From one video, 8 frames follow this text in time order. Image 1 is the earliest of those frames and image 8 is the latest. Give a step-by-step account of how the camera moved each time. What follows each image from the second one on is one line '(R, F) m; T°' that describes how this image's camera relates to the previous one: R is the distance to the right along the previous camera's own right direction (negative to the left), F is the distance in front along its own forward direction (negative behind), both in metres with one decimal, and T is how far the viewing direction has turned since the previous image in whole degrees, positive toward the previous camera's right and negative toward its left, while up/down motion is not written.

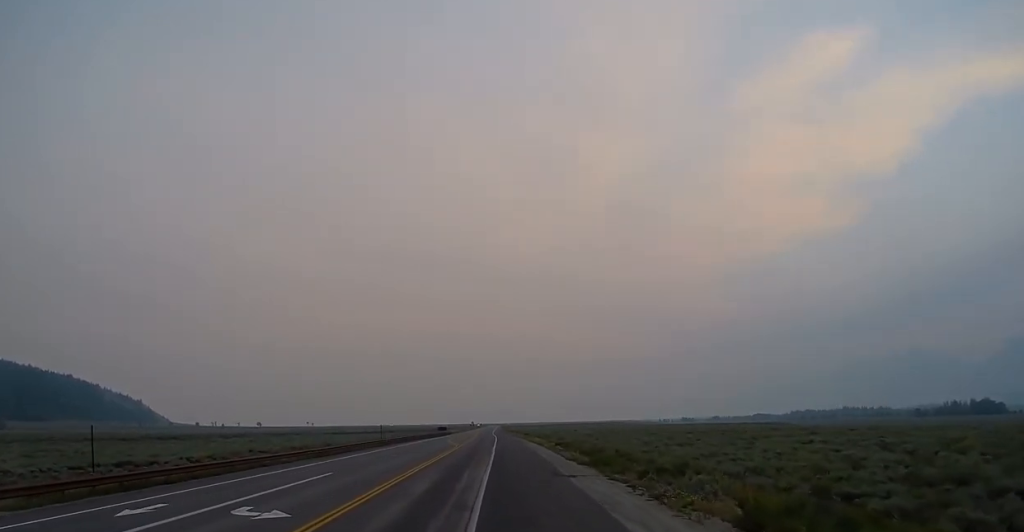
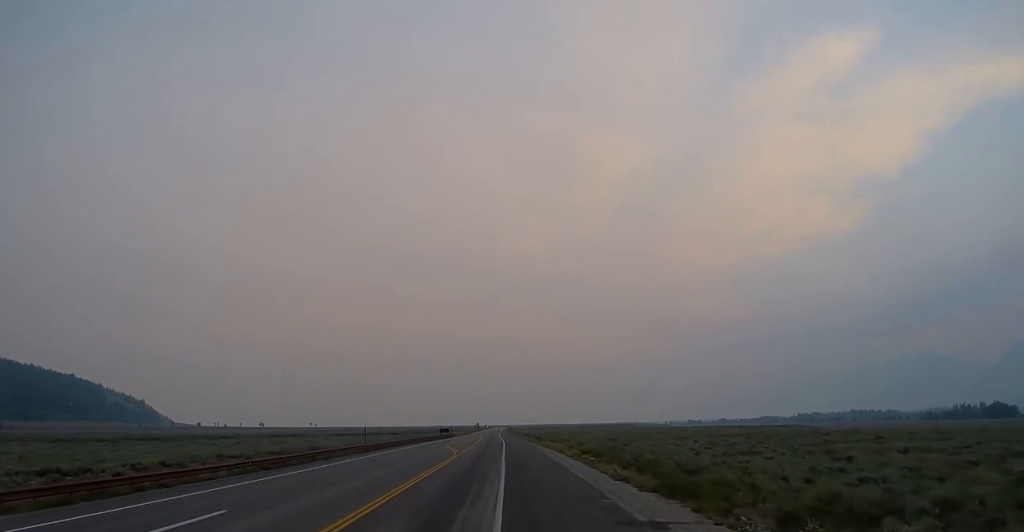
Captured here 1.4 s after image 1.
(-0.3, +14.6) m; -1°
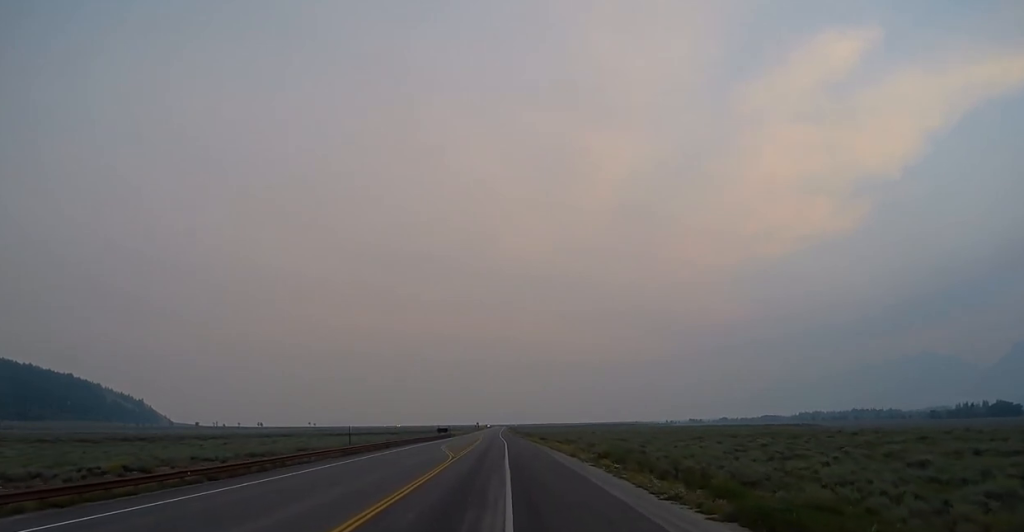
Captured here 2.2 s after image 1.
(+0.1, +7.7) m; +1°
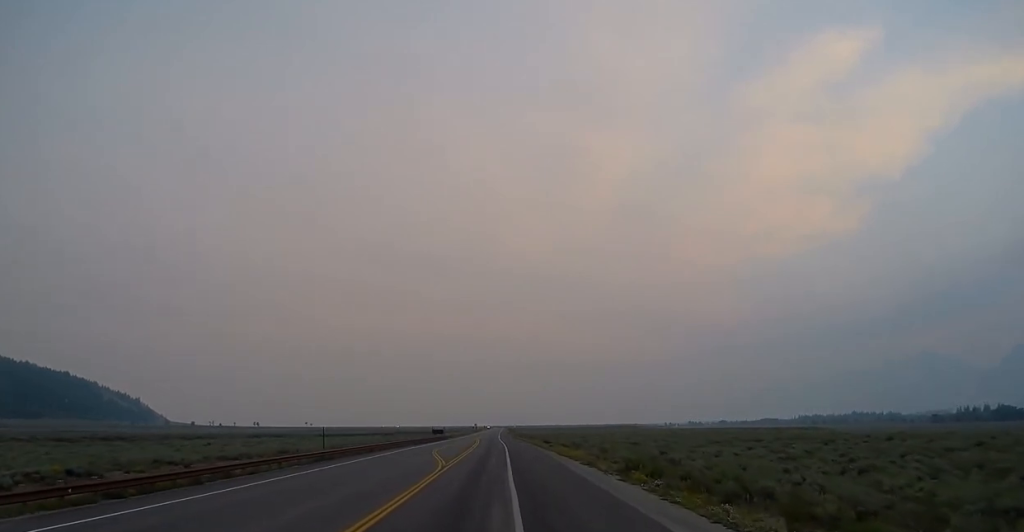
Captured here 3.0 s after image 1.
(0.0, +8.5) m; 0°
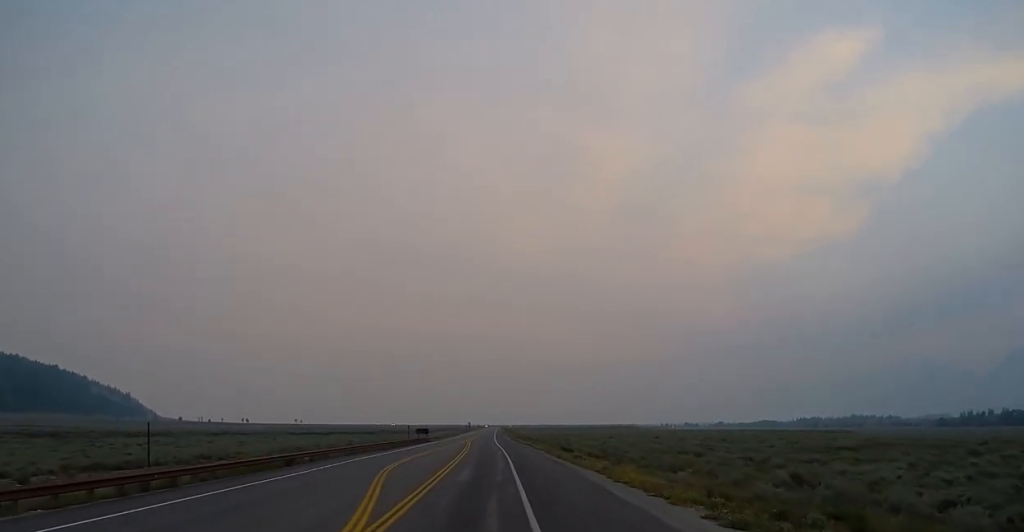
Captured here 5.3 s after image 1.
(-0.4, +25.2) m; -1°
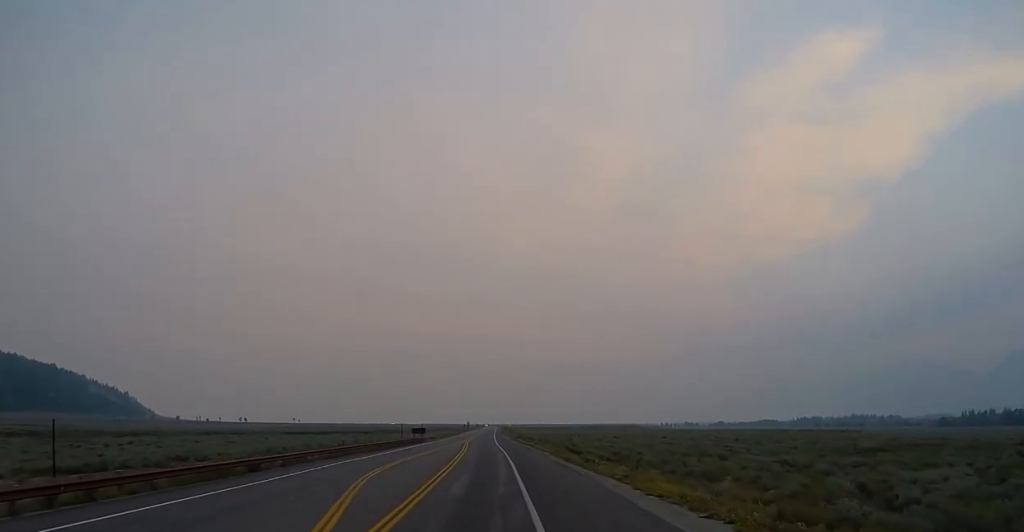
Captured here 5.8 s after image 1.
(0.0, +6.1) m; 0°
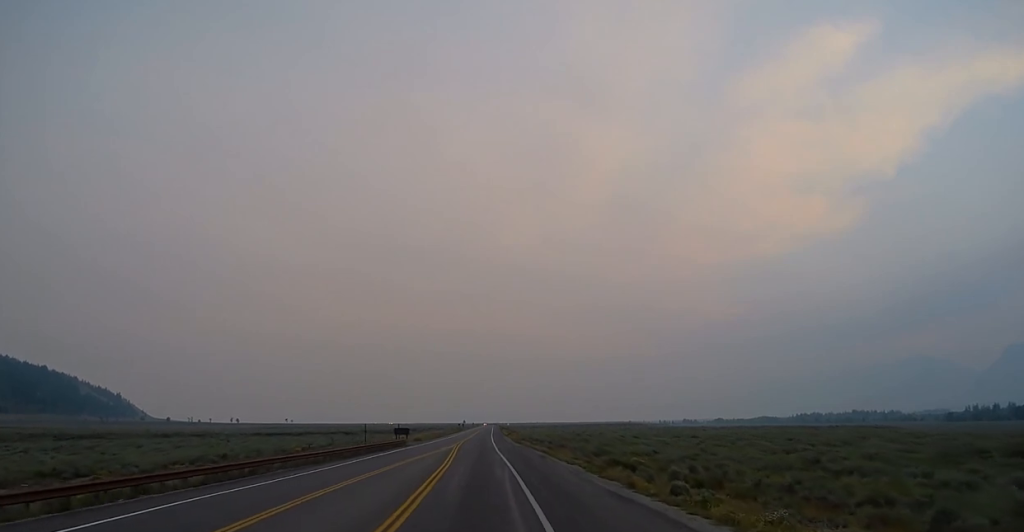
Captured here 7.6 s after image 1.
(+0.4, +21.0) m; +2°
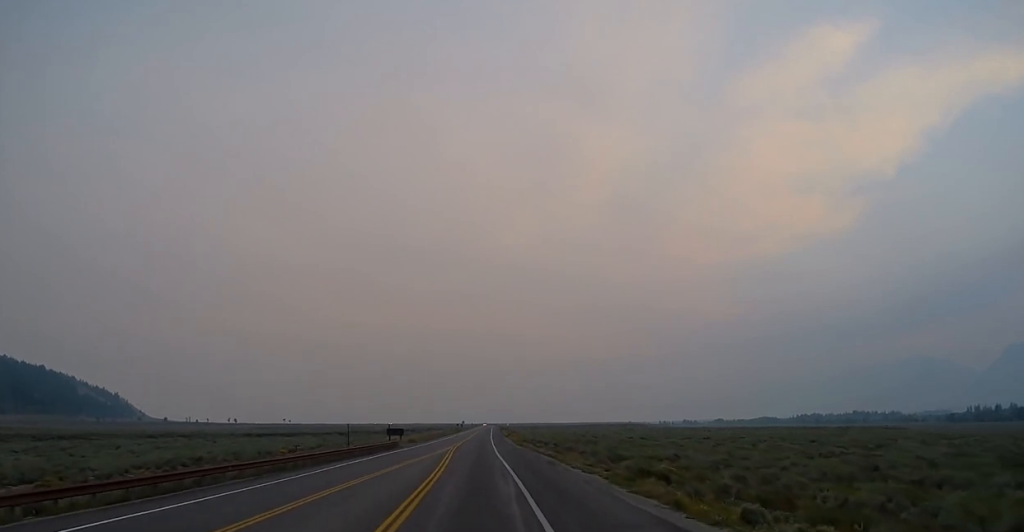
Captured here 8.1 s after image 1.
(0.0, +6.6) m; -1°
